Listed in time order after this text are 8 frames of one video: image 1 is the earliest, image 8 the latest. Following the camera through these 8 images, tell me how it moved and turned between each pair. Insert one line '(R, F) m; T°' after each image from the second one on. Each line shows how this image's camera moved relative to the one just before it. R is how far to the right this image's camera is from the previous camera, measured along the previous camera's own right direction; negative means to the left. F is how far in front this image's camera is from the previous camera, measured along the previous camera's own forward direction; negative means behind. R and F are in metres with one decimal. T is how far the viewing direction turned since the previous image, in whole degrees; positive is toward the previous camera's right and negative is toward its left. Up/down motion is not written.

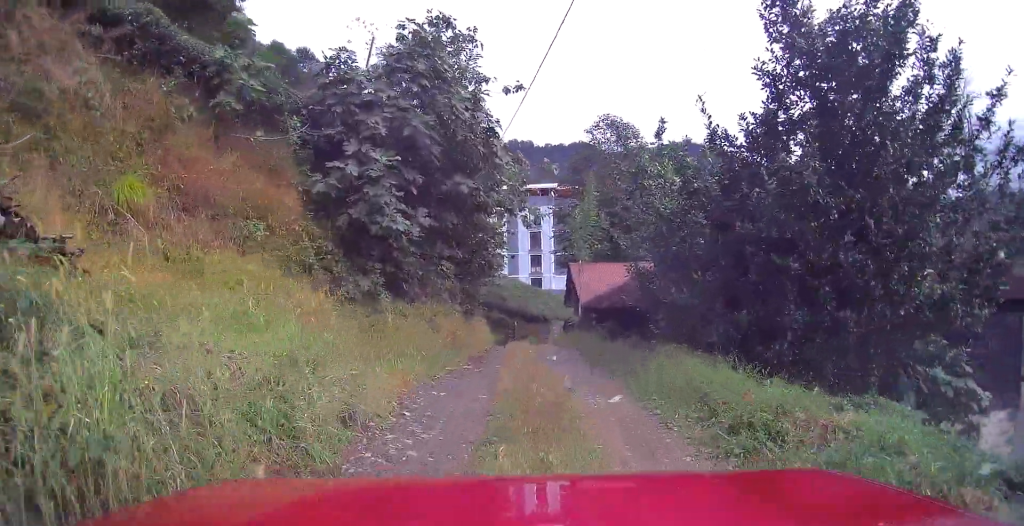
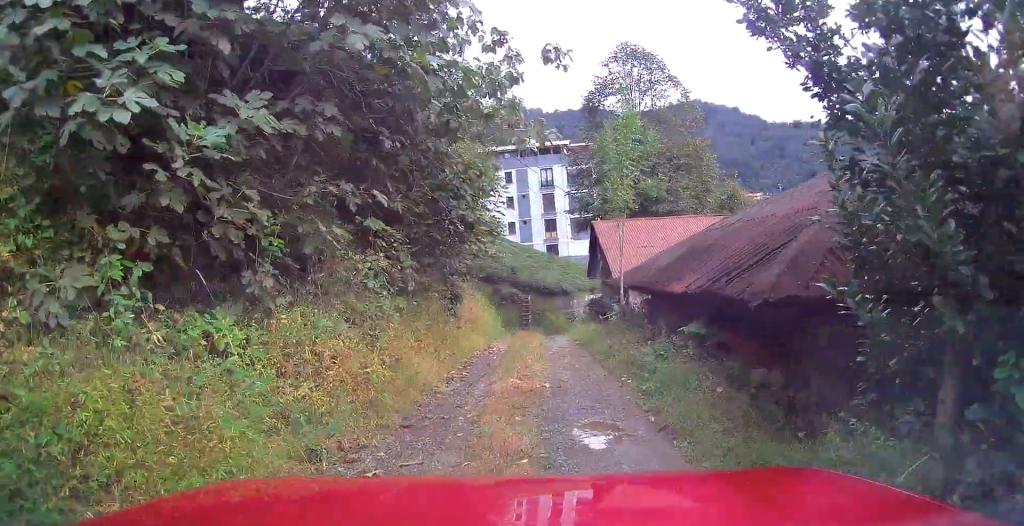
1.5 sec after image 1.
(-0.1, +7.6) m; -3°
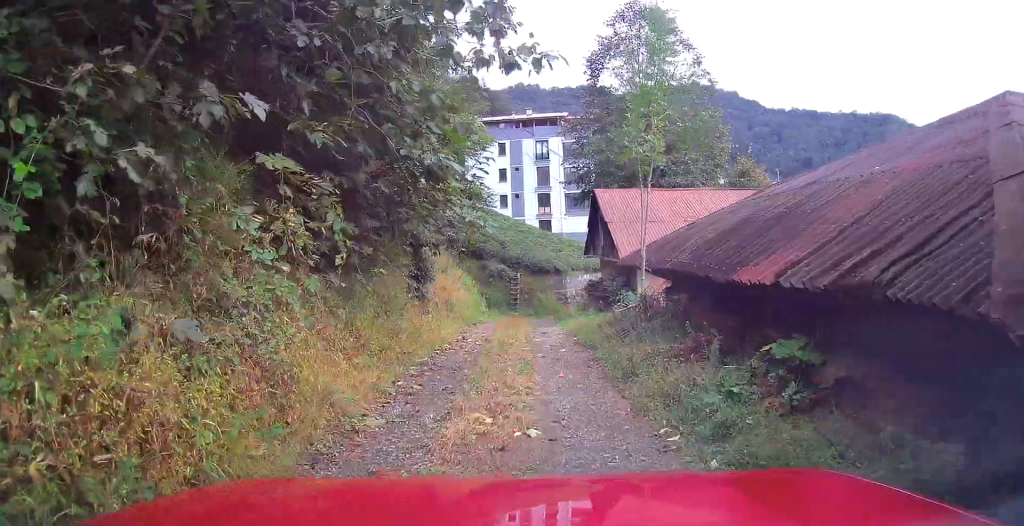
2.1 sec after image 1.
(-0.1, +3.1) m; -3°
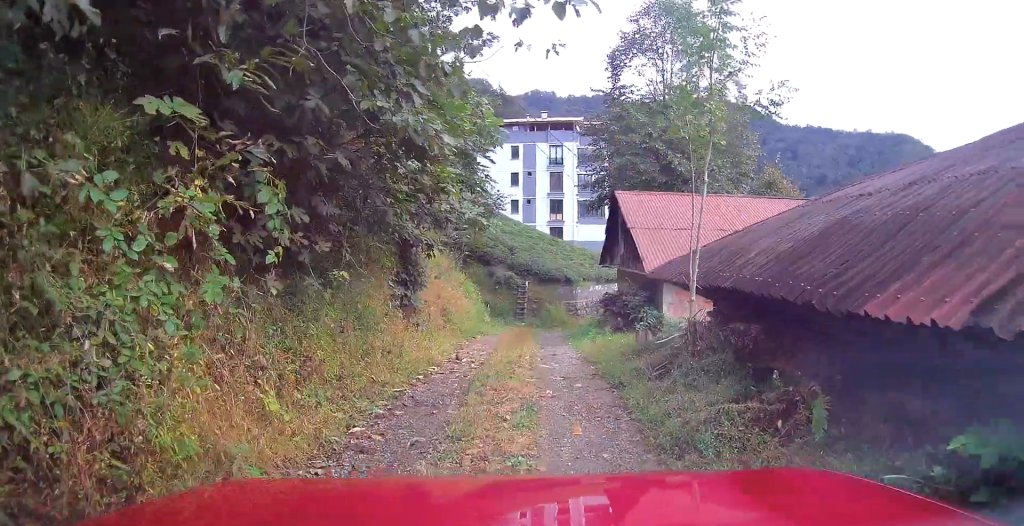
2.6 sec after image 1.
(0.0, +2.1) m; -2°
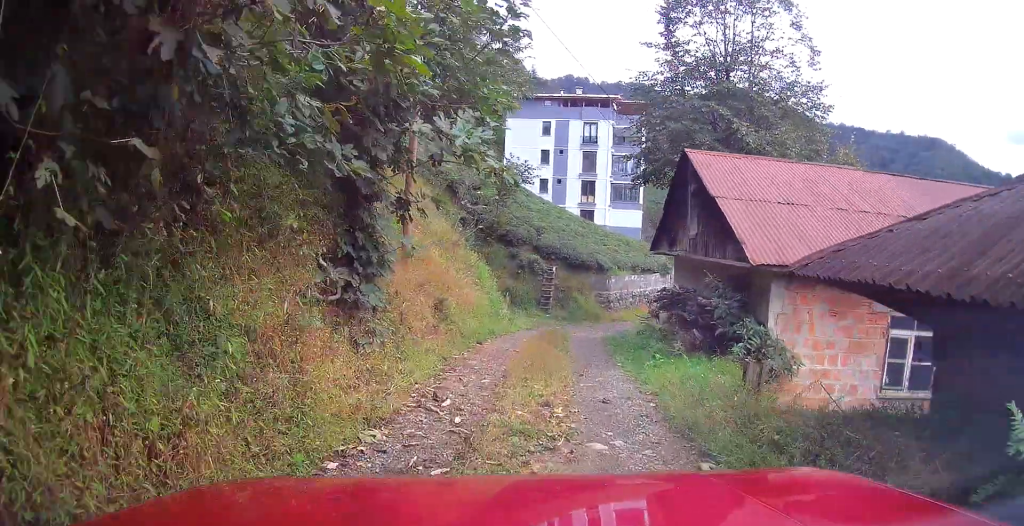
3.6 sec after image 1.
(-0.1, +4.6) m; -1°
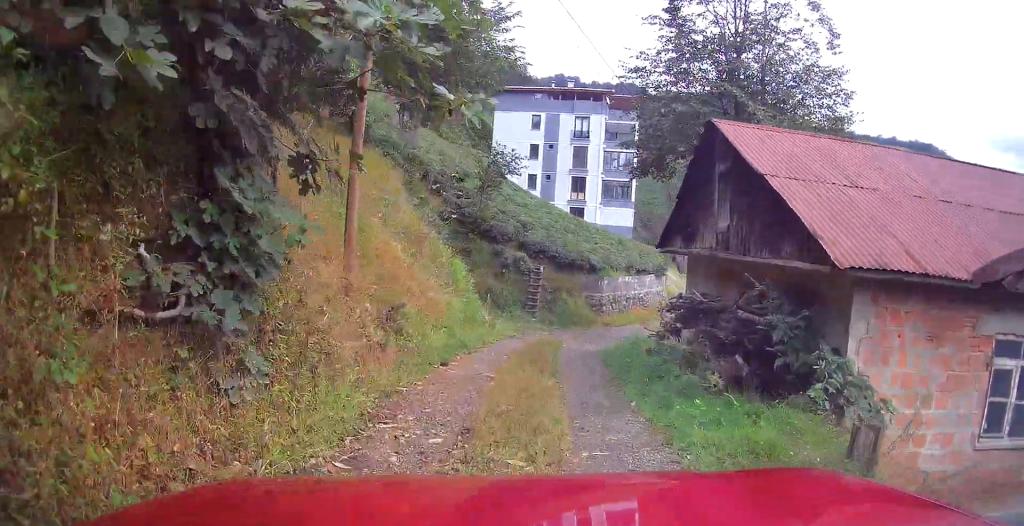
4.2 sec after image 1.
(0.0, +2.7) m; 0°
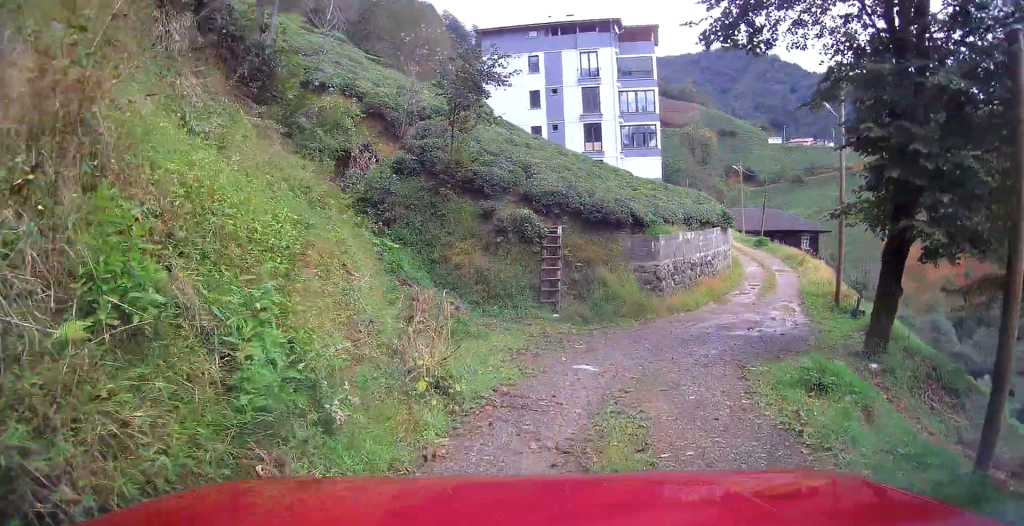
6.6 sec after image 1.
(+0.1, +10.5) m; +2°
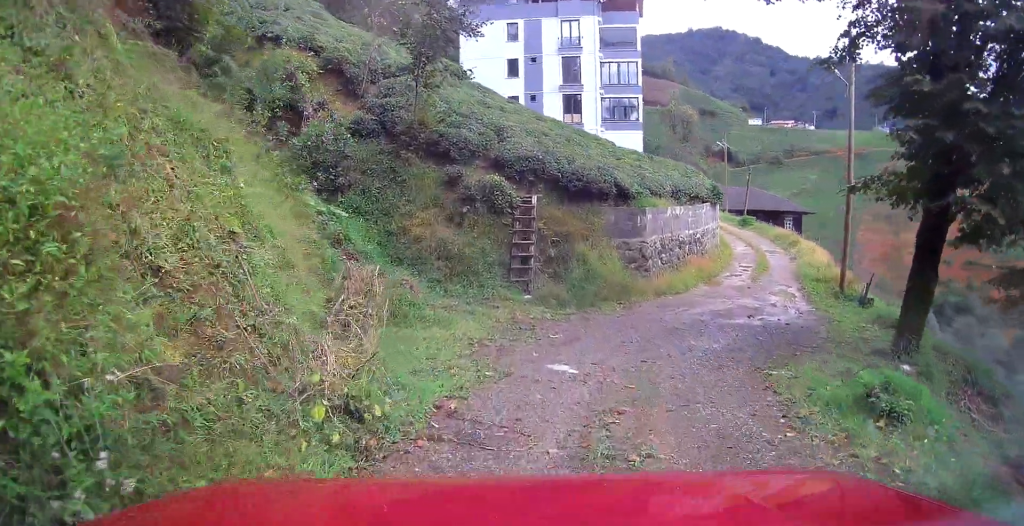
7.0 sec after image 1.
(+0.1, +2.0) m; +2°
